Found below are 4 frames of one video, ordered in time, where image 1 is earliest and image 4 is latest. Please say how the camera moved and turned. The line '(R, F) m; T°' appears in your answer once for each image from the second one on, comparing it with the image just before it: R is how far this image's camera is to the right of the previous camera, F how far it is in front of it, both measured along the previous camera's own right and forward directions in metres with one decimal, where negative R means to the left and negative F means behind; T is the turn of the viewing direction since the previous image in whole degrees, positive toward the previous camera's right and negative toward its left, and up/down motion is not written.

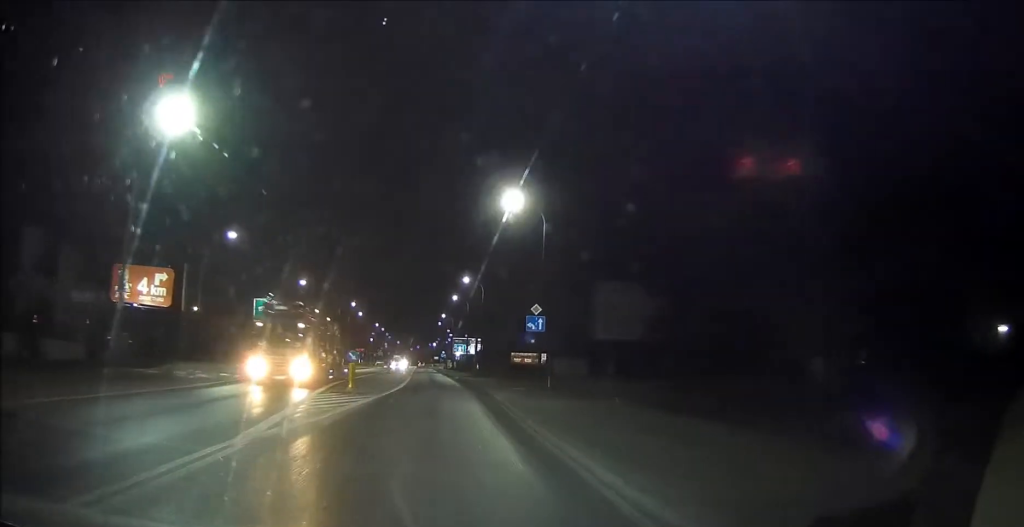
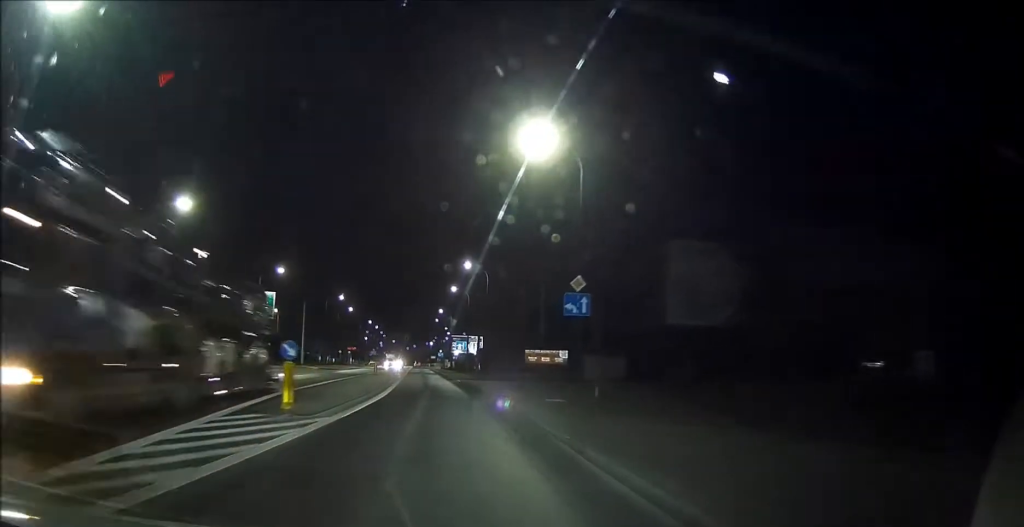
(0.0, +10.8) m; 0°
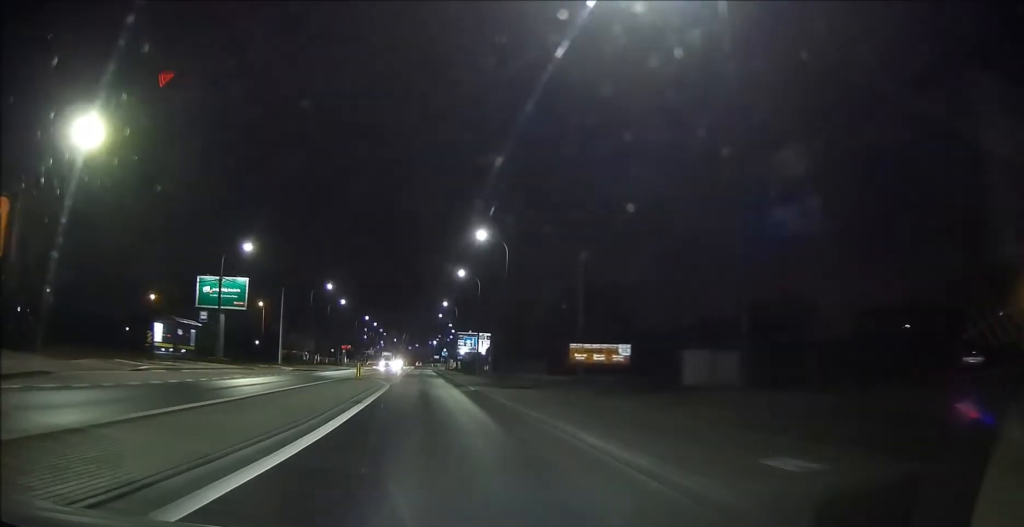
(0.0, +14.8) m; 0°
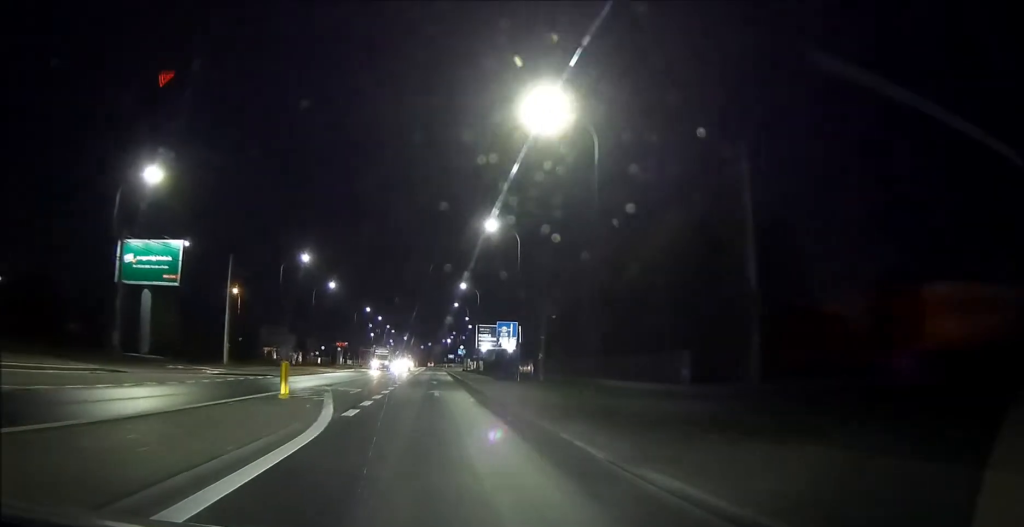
(-0.1, +24.2) m; -1°
